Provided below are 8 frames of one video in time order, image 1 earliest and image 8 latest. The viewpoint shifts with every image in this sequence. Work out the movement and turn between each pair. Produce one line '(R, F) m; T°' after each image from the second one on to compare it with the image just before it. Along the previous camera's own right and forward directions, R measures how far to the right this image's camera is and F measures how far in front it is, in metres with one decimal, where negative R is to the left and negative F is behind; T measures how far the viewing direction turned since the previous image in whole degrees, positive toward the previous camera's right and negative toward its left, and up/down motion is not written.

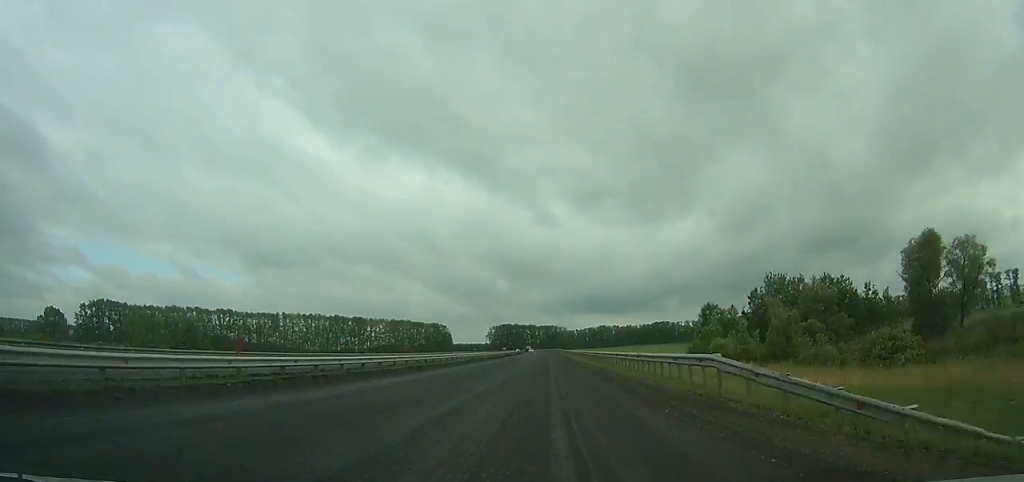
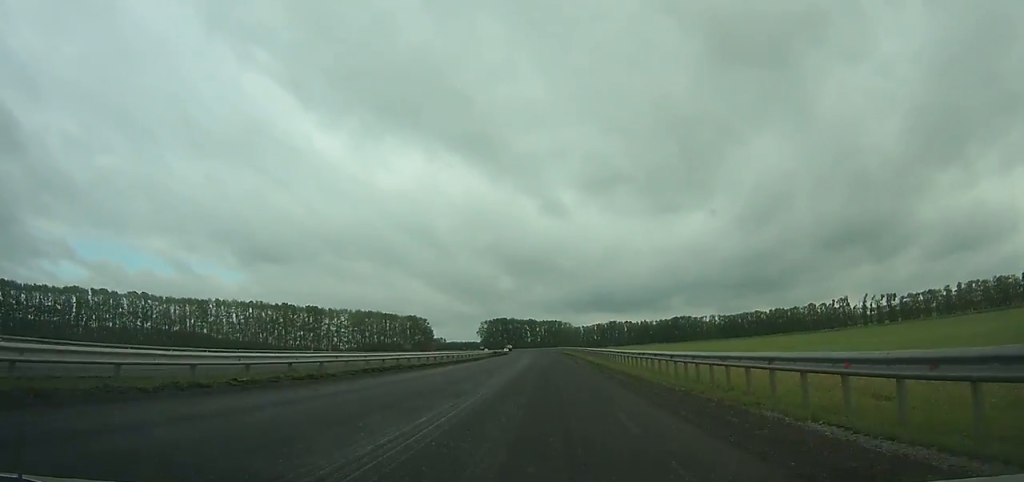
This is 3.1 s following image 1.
(-0.1, +92.1) m; -1°
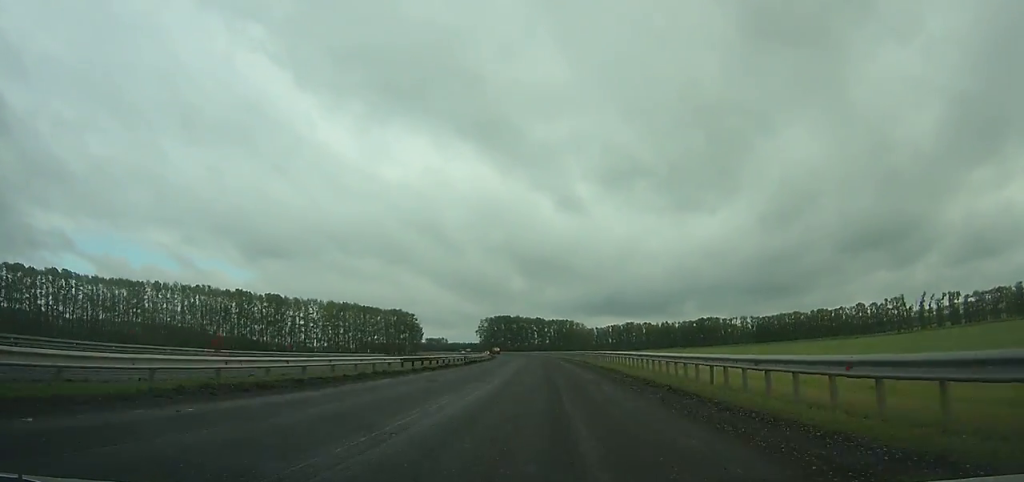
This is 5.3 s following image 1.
(+0.1, +65.1) m; -1°
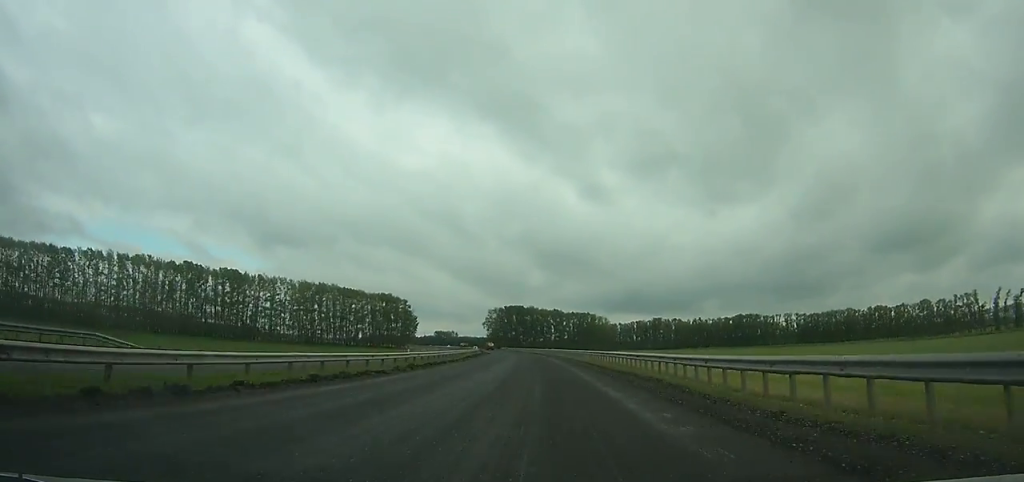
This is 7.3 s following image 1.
(-0.8, +58.8) m; -2°
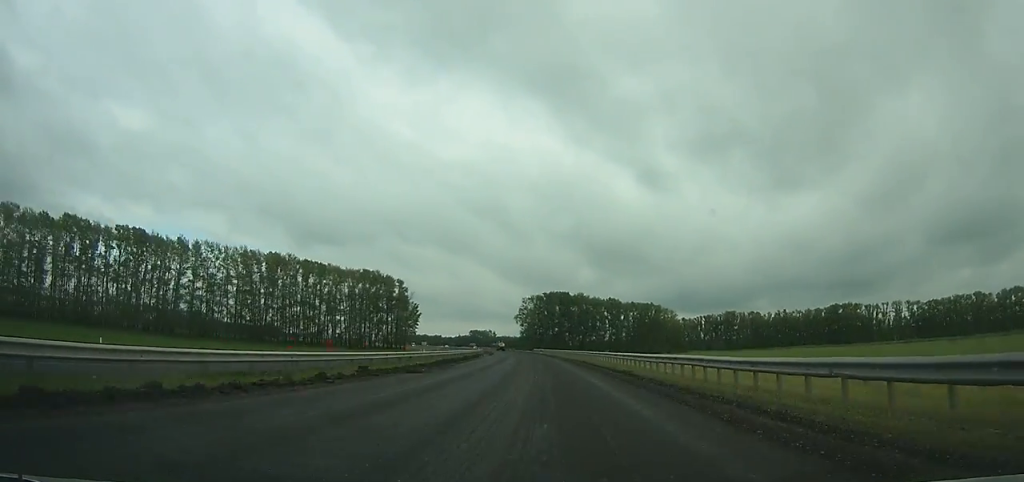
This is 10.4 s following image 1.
(-2.7, +90.9) m; -4°
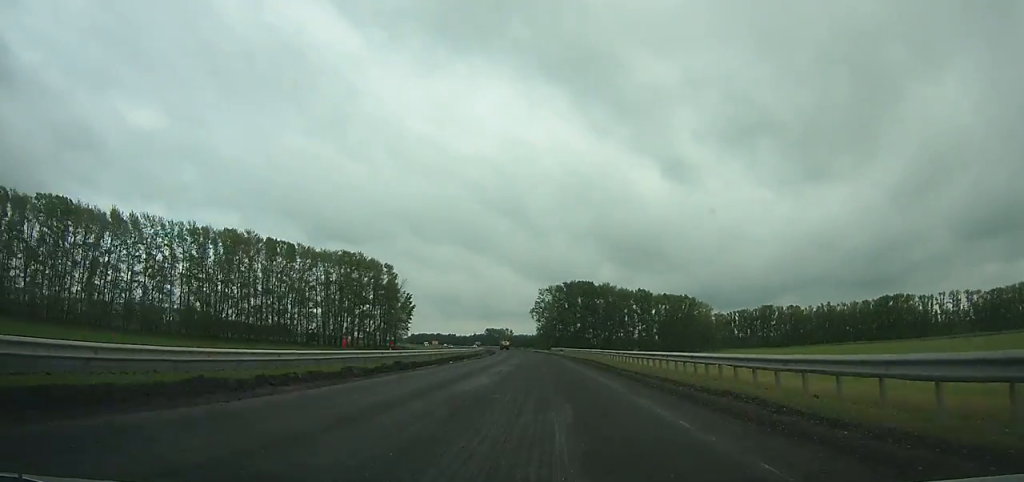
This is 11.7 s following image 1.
(-0.4, +38.0) m; -2°
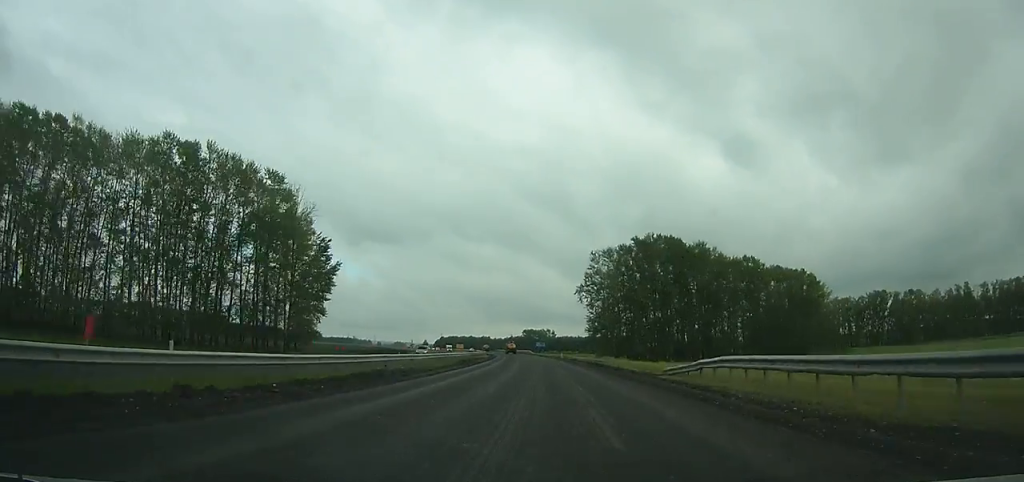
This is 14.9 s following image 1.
(-3.9, +93.0) m; -5°
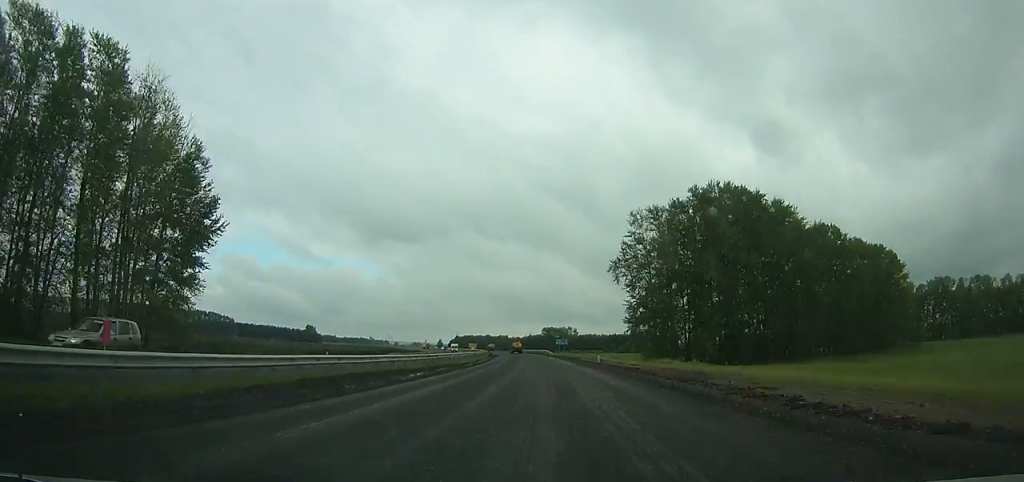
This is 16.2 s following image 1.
(-0.9, +37.7) m; -2°
